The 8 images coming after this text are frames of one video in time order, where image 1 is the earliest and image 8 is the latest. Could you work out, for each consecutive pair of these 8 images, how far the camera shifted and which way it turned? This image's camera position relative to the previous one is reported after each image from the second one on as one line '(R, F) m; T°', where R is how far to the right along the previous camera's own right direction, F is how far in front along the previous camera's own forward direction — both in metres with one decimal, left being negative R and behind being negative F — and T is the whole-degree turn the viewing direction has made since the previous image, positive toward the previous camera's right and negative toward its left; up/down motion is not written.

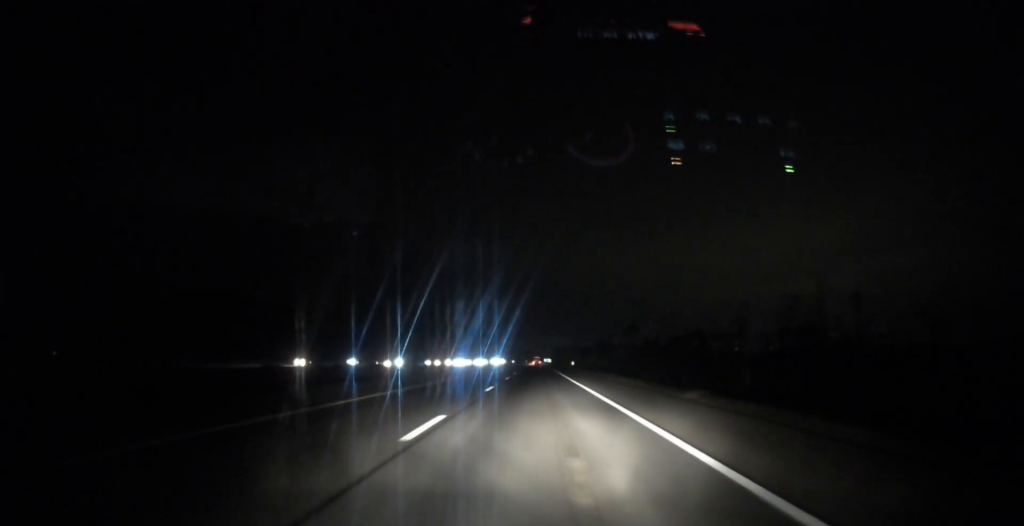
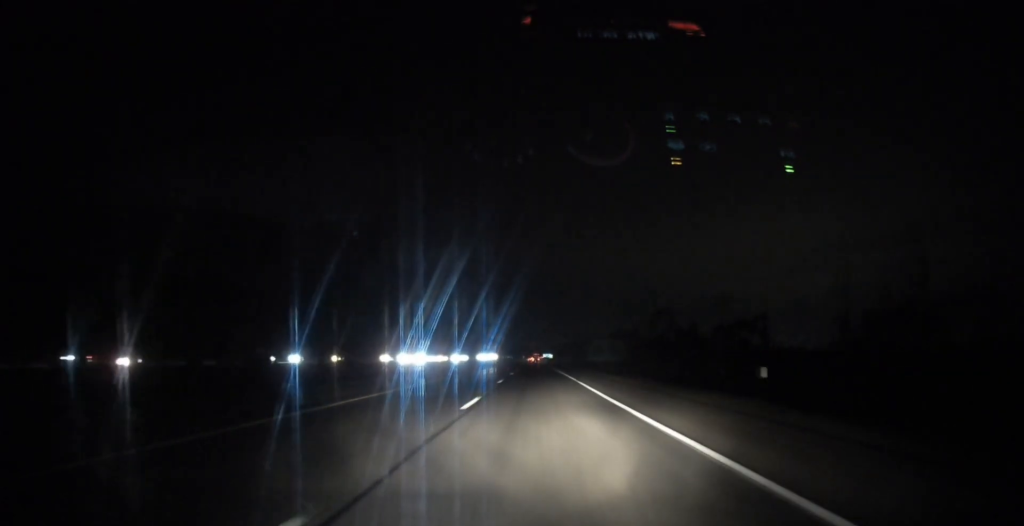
(0.0, +99.2) m; 0°
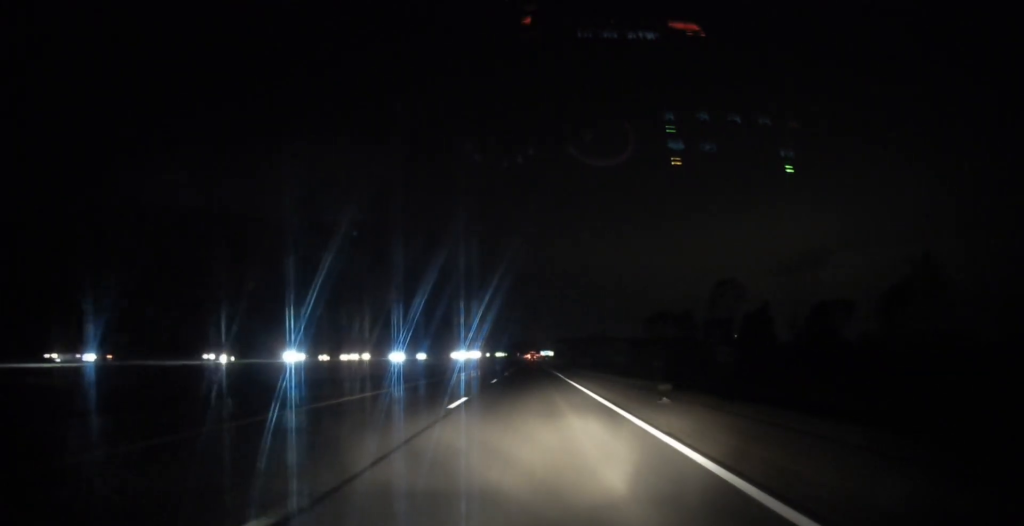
(+0.3, +105.2) m; 0°
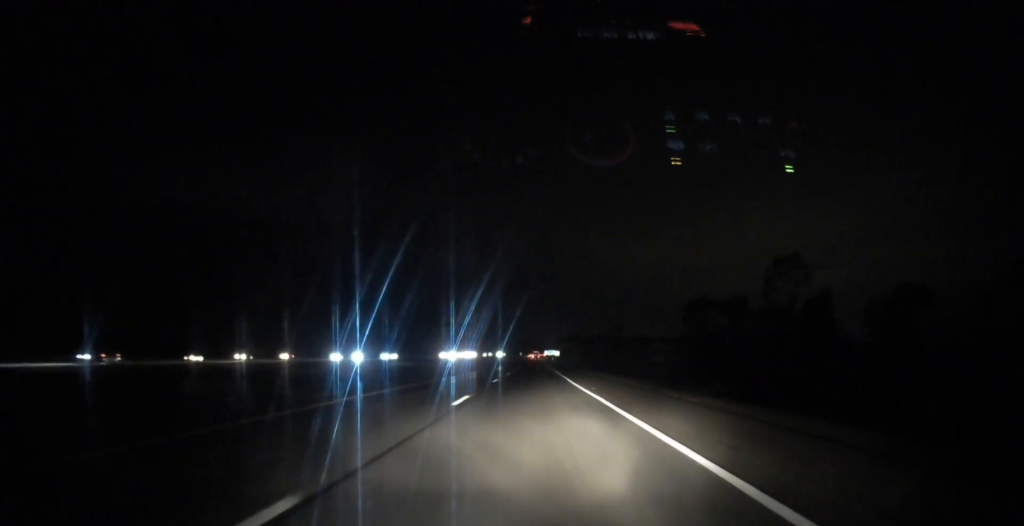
(-0.1, +44.7) m; 0°
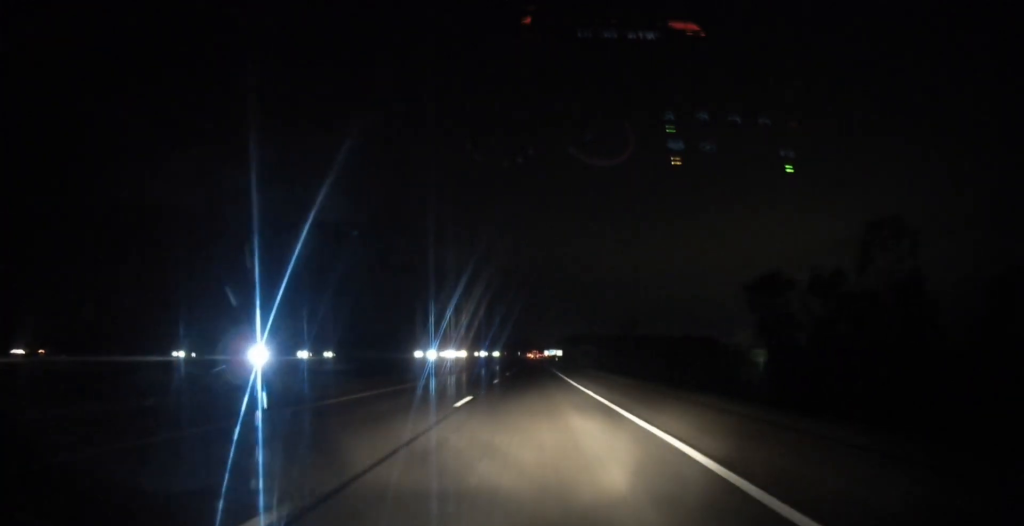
(-0.1, +46.1) m; 0°
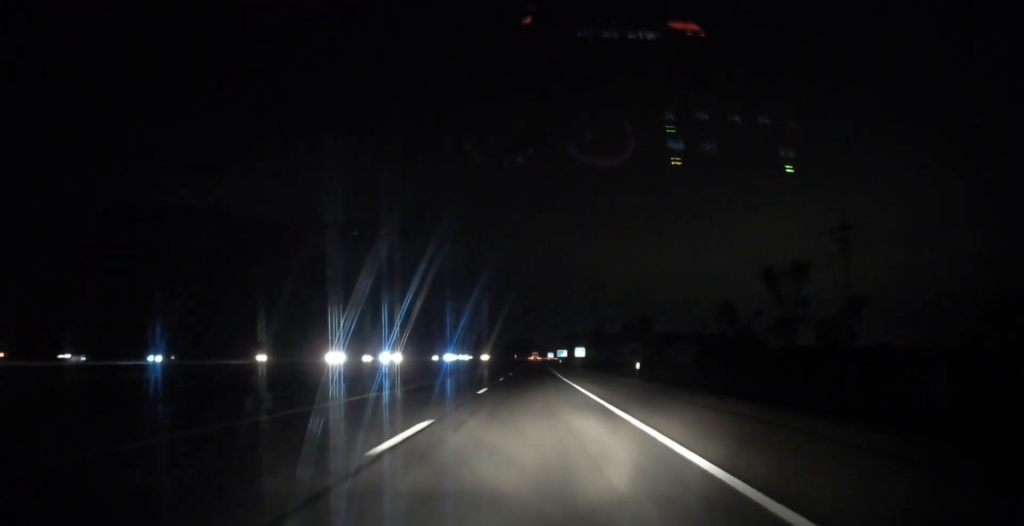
(-0.1, +142.5) m; 0°
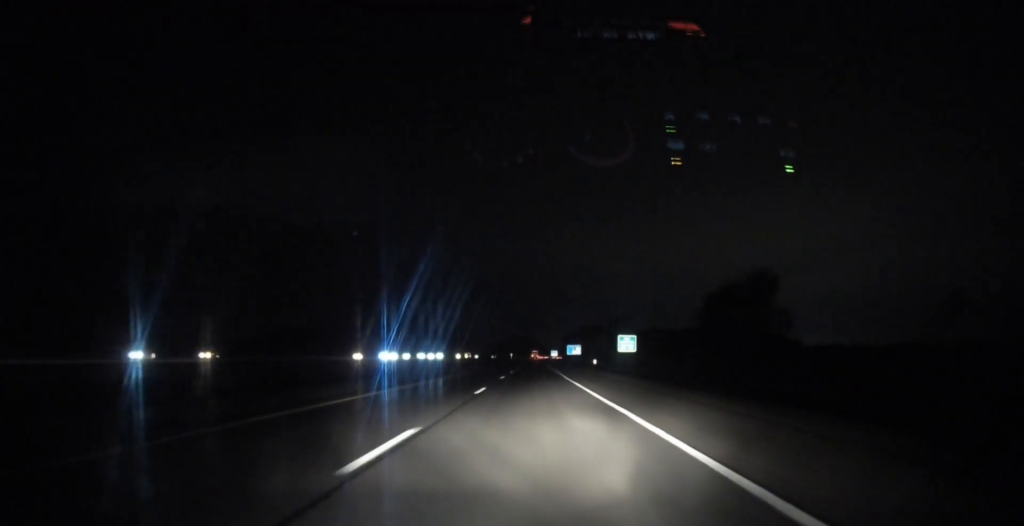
(+0.1, +92.5) m; 0°
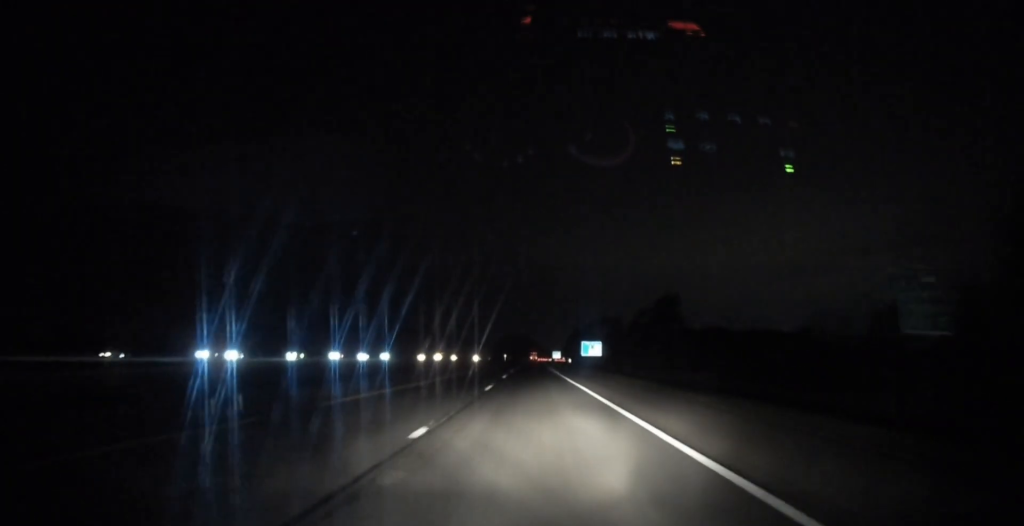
(0.0, +73.9) m; 0°
